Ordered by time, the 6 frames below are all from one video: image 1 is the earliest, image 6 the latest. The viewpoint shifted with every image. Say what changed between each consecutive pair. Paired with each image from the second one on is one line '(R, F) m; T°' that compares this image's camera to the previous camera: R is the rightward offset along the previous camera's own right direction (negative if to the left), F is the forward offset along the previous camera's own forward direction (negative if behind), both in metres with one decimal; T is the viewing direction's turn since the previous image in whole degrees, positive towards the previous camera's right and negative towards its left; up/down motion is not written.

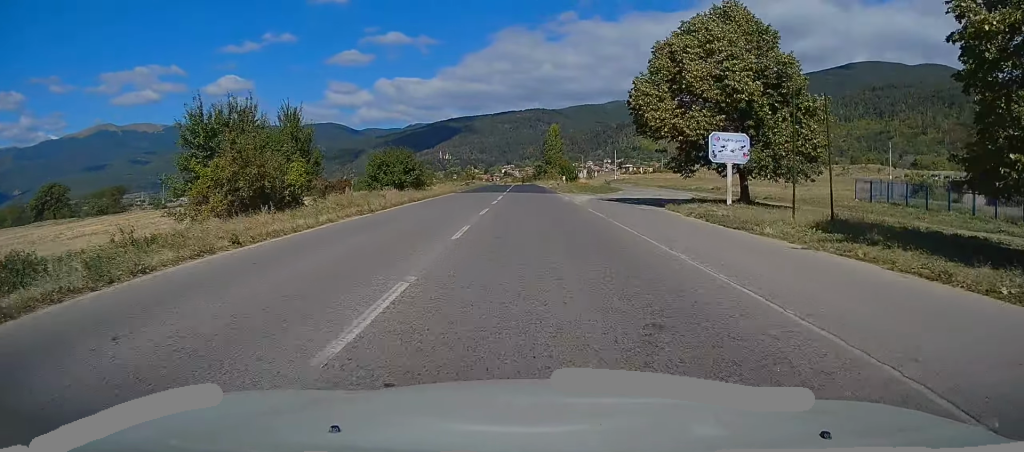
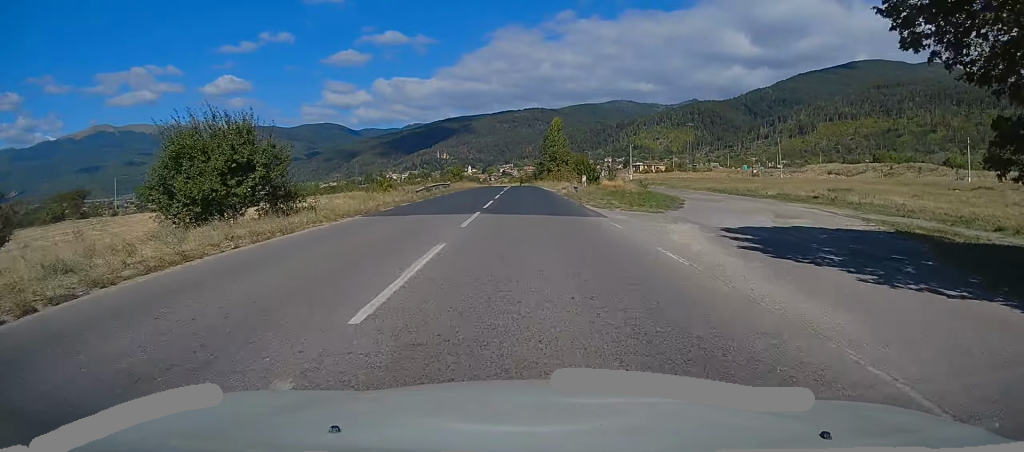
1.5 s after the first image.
(+0.1, +26.9) m; 0°
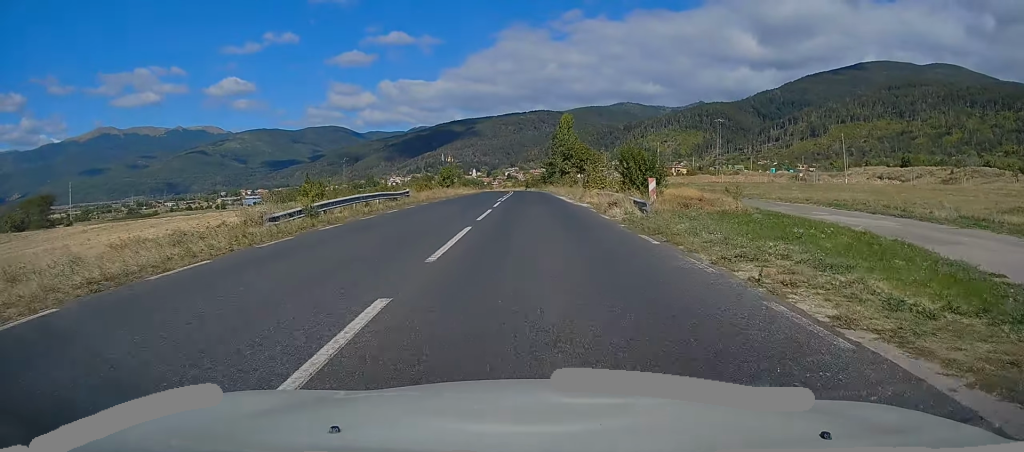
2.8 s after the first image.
(-0.1, +24.1) m; -1°
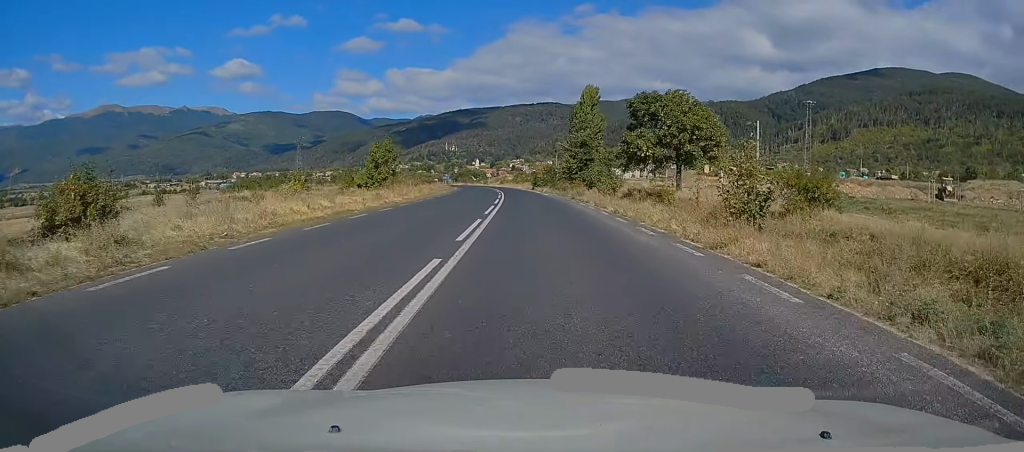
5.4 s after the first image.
(-0.1, +49.4) m; -1°
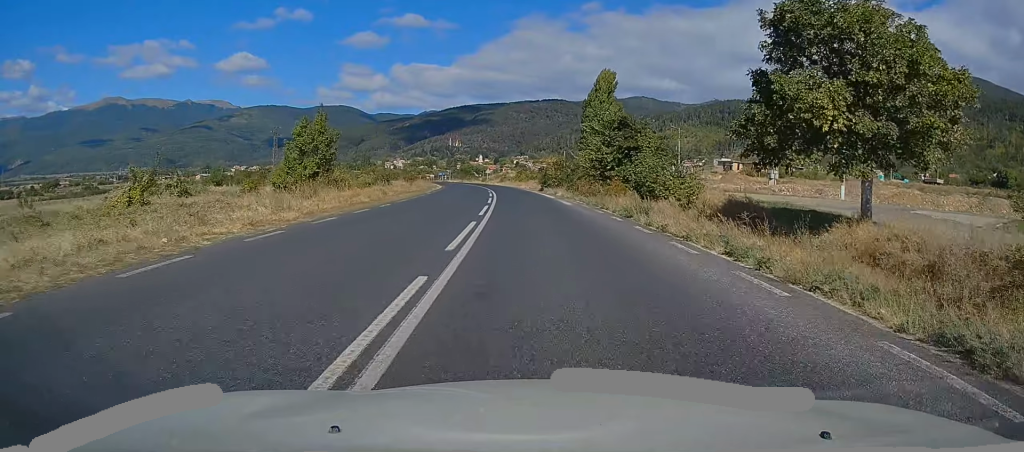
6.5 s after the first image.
(-0.2, +19.2) m; -1°
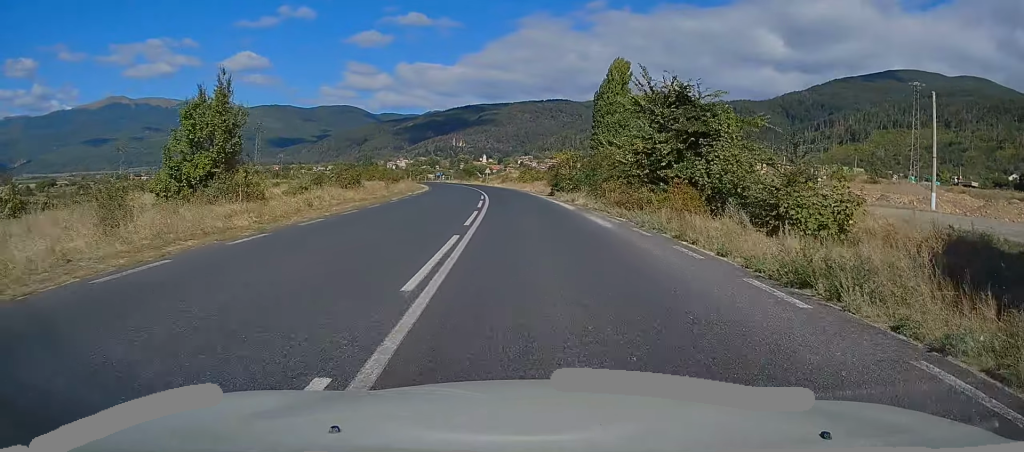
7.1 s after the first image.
(0.0, +12.5) m; 0°
